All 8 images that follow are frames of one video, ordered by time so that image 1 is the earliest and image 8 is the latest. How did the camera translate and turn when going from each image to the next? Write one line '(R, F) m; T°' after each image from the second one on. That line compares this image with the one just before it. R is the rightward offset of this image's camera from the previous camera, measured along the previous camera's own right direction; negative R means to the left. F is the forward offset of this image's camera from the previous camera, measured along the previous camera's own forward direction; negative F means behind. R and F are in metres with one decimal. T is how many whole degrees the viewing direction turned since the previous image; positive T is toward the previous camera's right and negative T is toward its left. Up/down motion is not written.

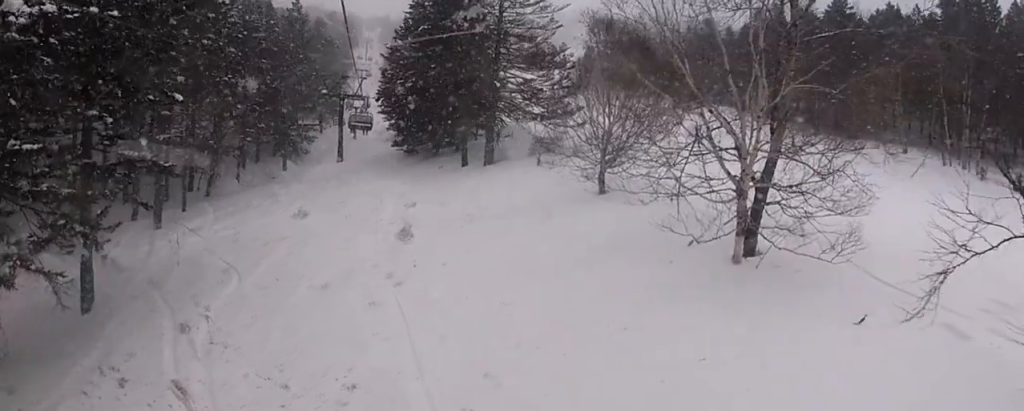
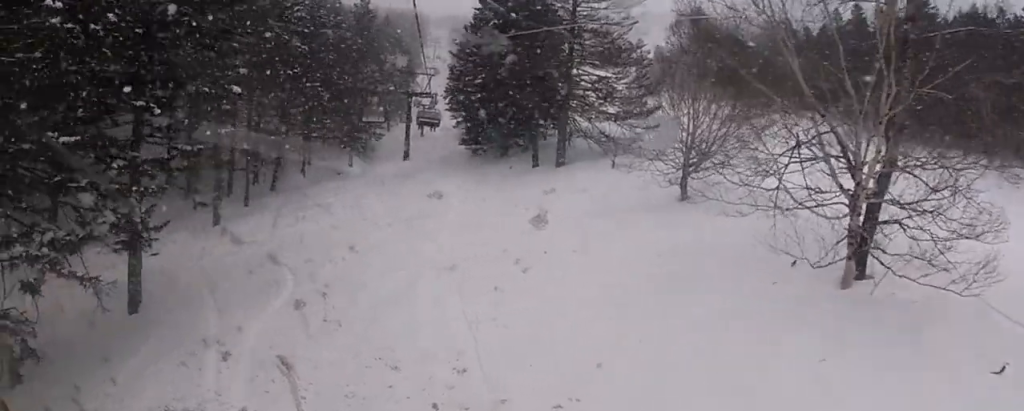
(0.0, +1.6) m; 0°
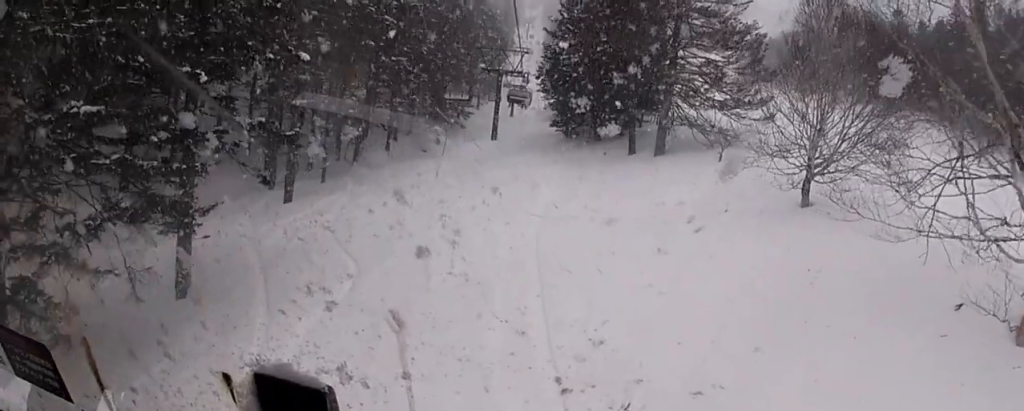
(0.0, +2.6) m; 0°
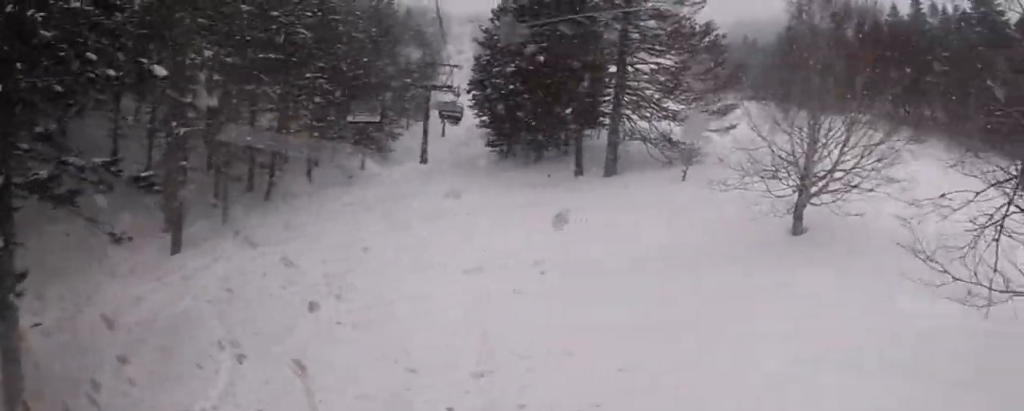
(0.0, +4.7) m; 0°
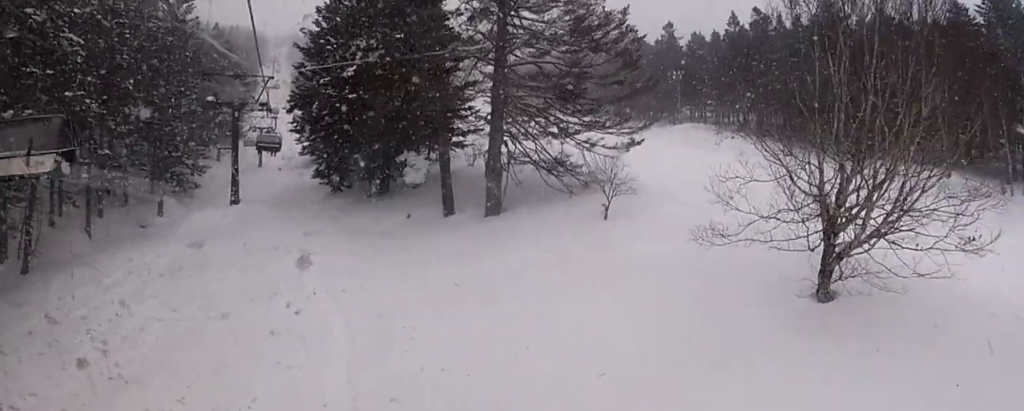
(0.0, +9.2) m; 0°
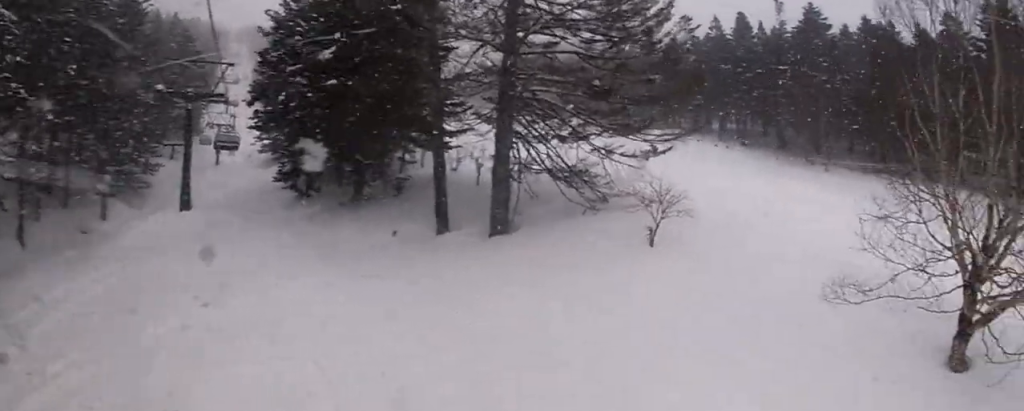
(0.0, +4.9) m; -2°
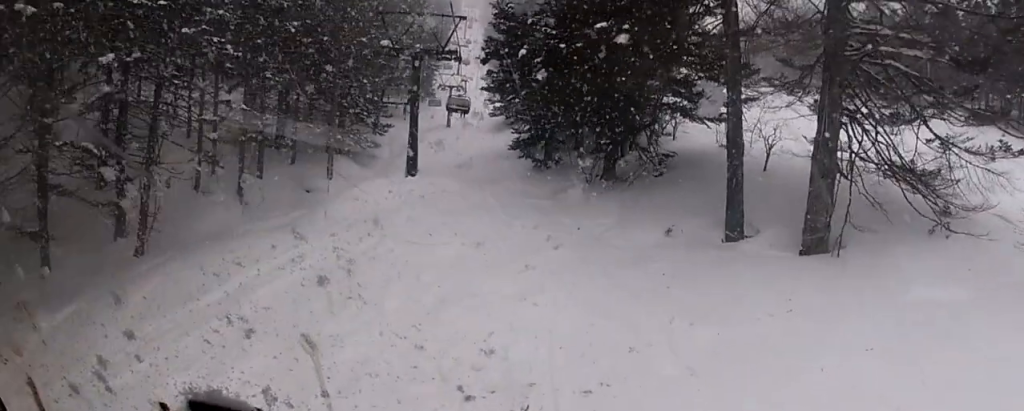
(-0.6, +5.1) m; -13°
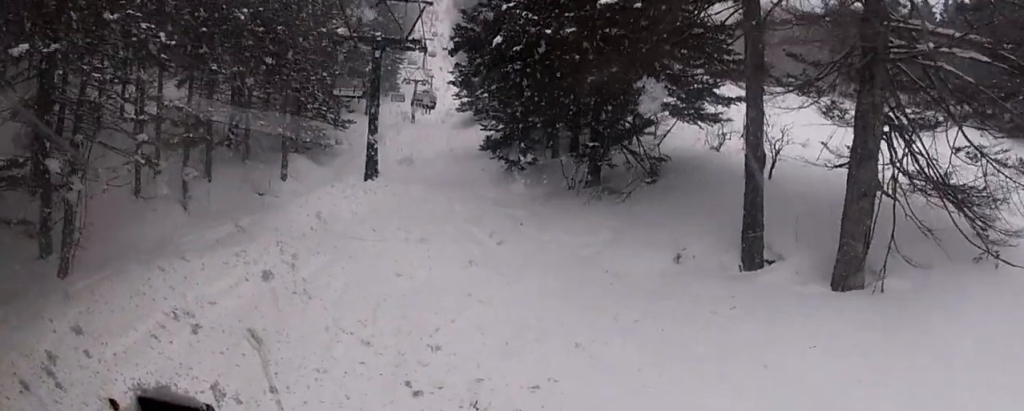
(-0.5, +2.7) m; 0°
